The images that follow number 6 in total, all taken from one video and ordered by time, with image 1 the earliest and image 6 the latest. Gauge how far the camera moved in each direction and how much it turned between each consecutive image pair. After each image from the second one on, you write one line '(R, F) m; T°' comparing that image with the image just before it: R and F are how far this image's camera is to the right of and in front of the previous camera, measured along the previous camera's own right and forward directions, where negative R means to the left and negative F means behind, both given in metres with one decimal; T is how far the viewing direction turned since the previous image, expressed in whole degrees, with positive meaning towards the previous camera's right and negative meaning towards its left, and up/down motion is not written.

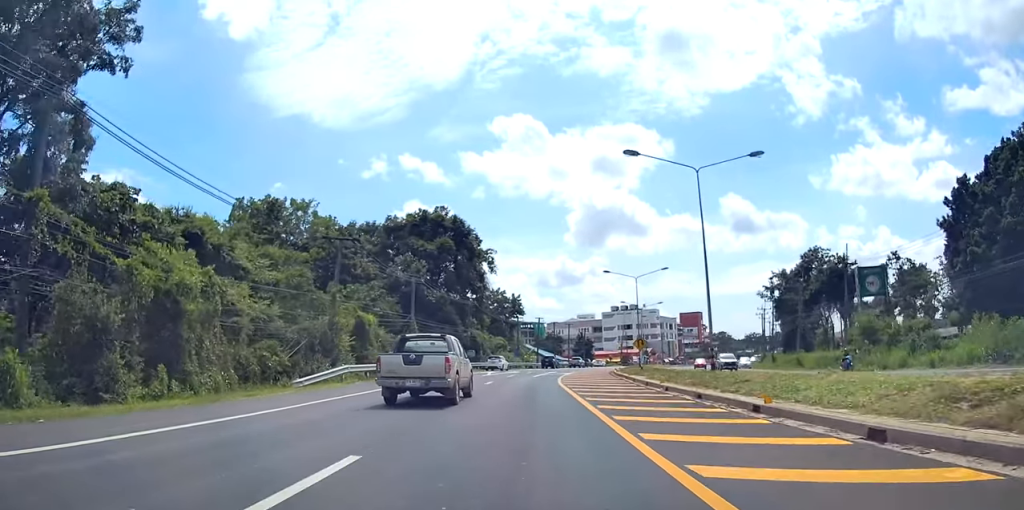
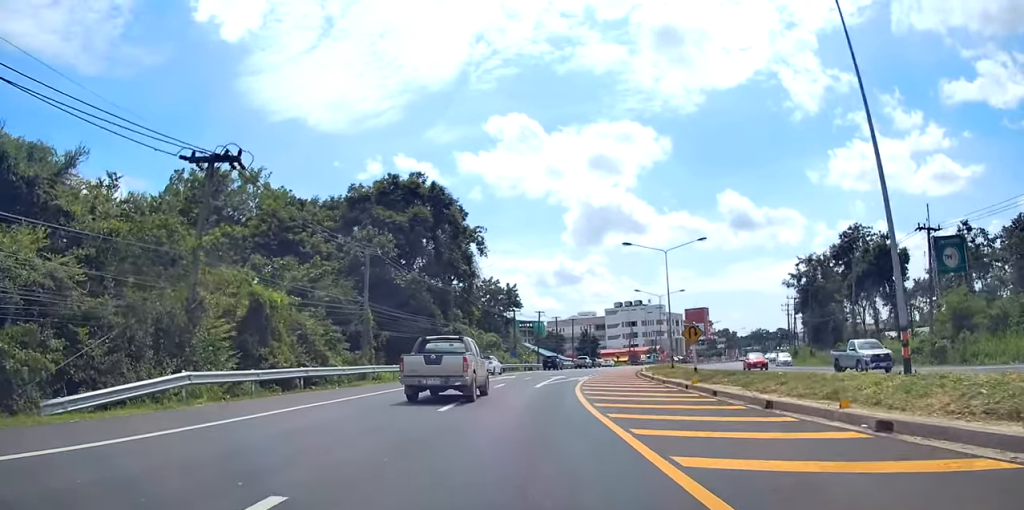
(+0.8, +14.6) m; +2°
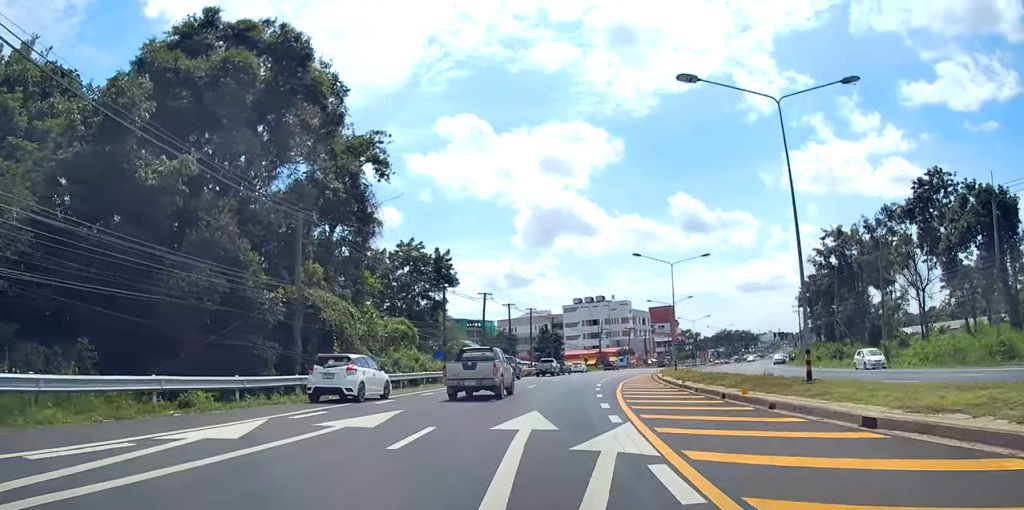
(-0.3, +29.8) m; +2°
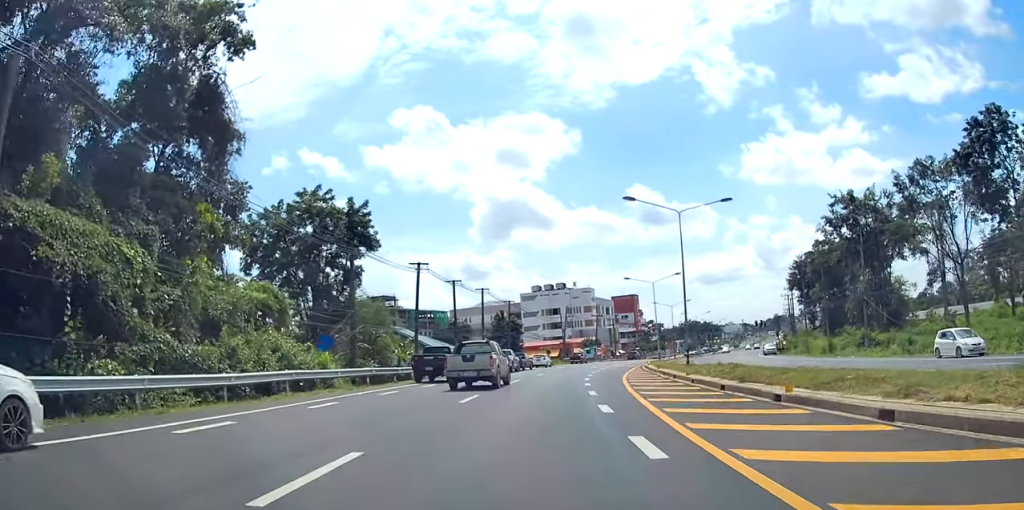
(+0.7, +16.2) m; +4°
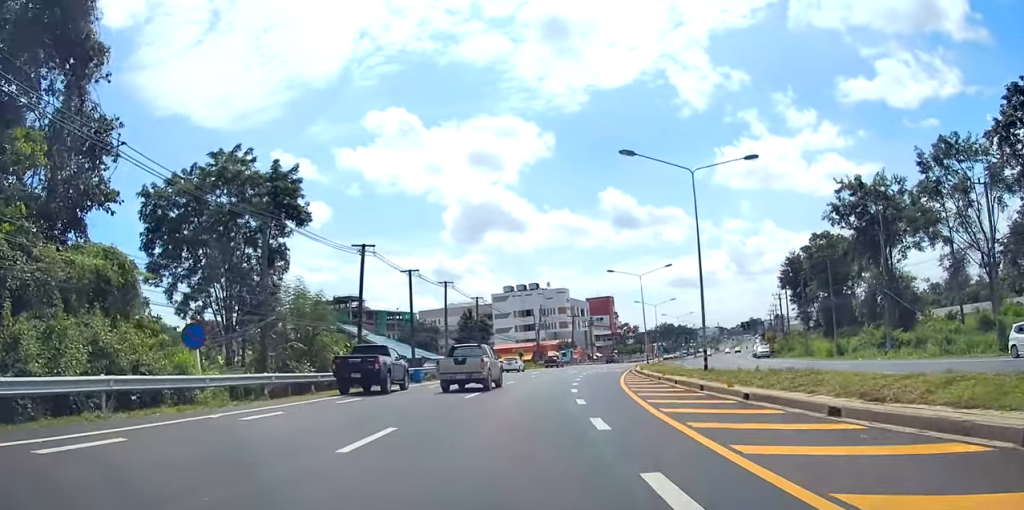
(+0.2, +9.3) m; +2°
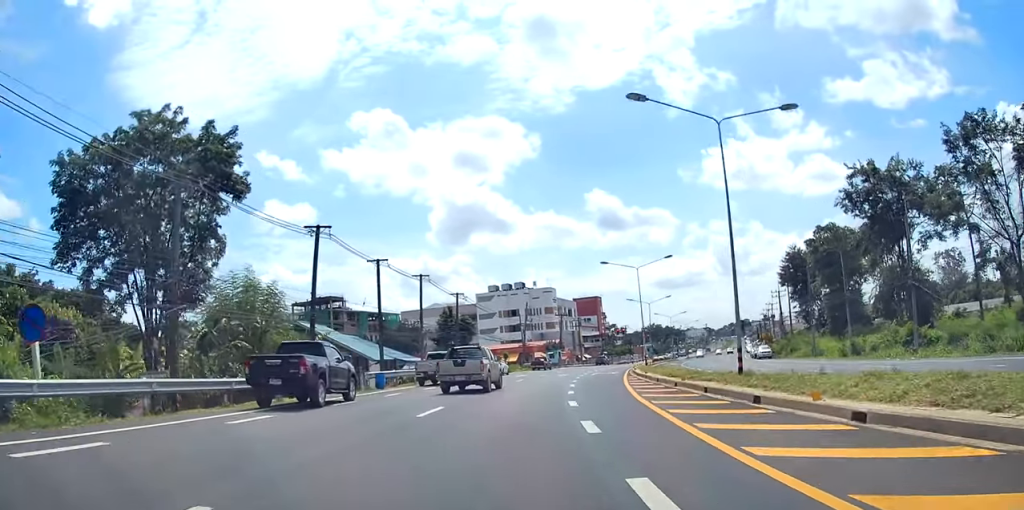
(0.0, +6.2) m; +1°
